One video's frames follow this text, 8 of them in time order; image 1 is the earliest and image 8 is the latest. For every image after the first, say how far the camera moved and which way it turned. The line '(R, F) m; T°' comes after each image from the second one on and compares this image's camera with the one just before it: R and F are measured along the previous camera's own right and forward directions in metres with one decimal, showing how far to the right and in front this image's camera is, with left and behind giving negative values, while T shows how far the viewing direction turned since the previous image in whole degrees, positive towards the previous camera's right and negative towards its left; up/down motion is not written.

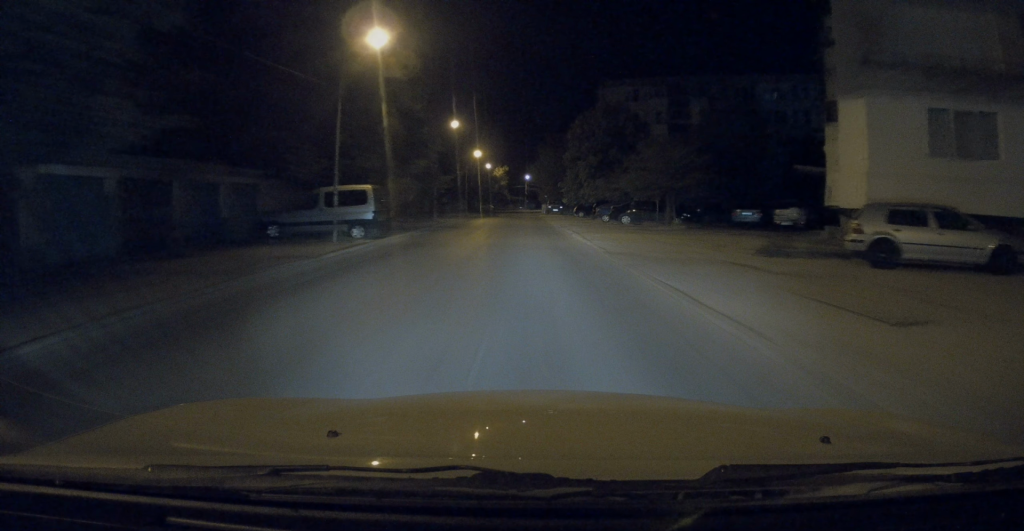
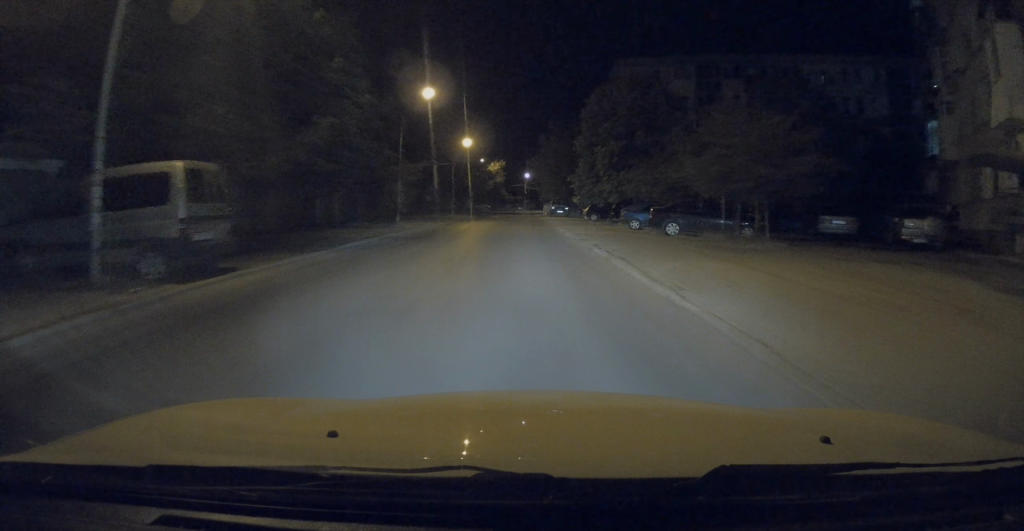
(+0.2, +11.5) m; -3°
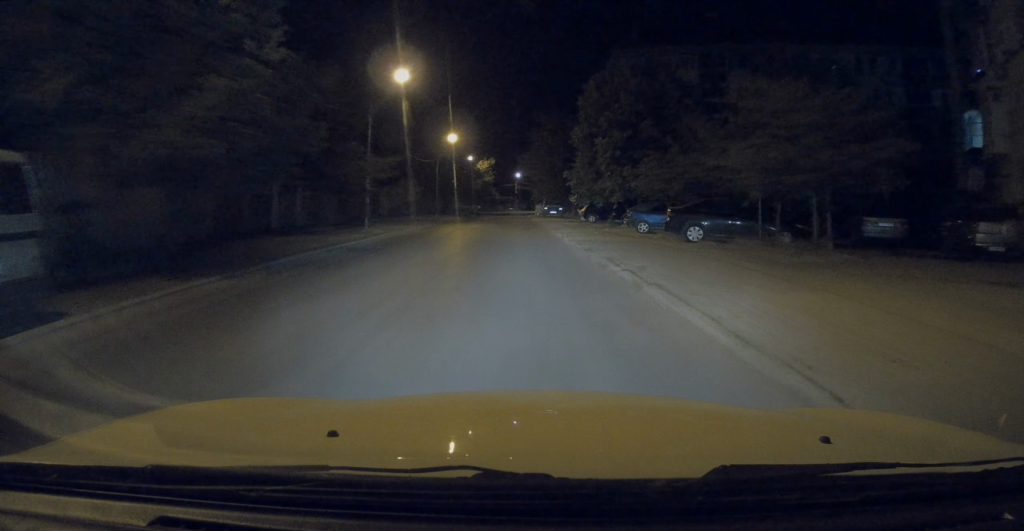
(-0.5, +4.4) m; 0°
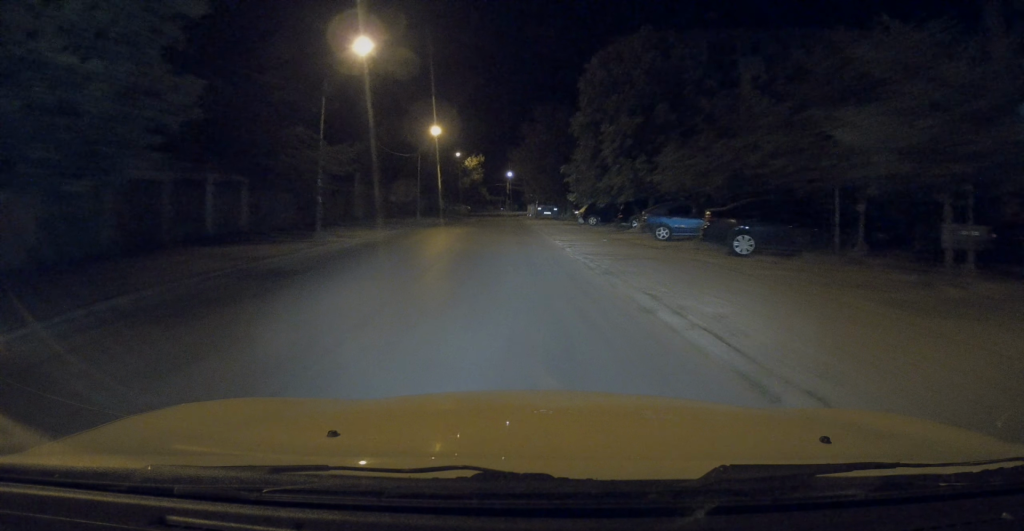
(+0.4, +4.8) m; +8°
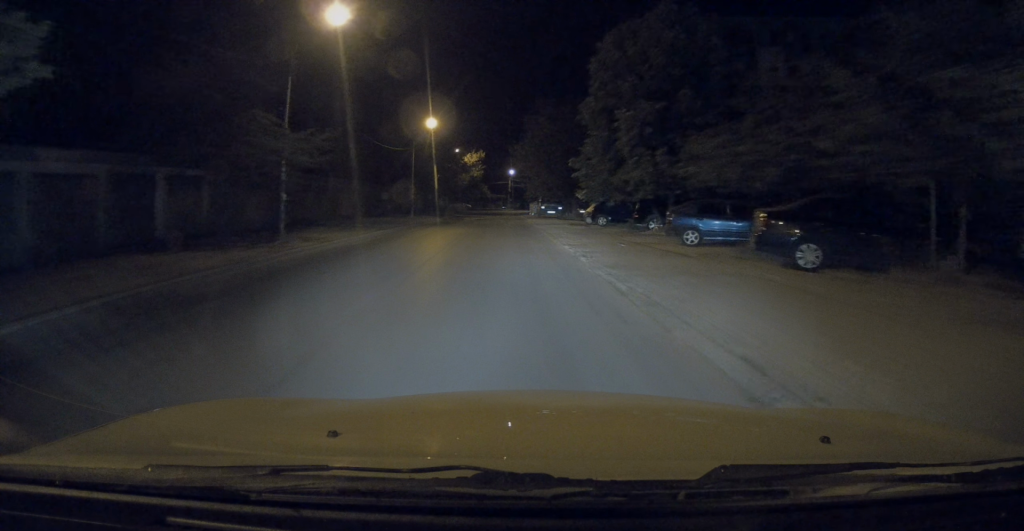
(+0.2, +3.1) m; +4°
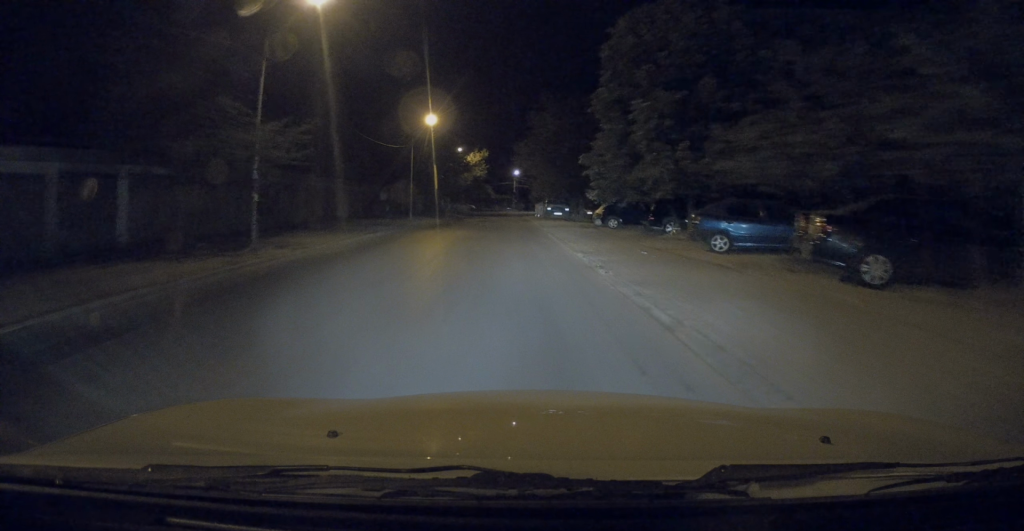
(+0.1, +2.1) m; +2°
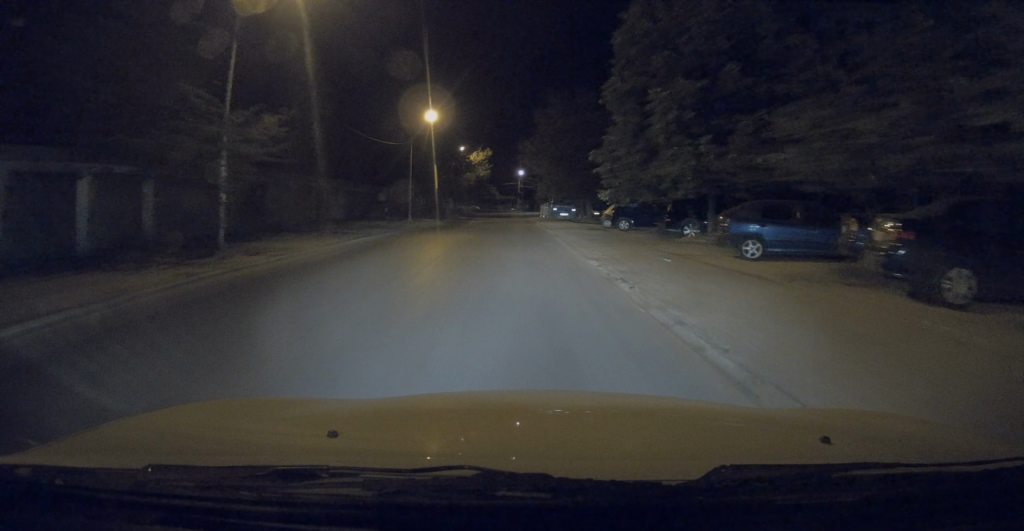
(0.0, +1.7) m; 0°
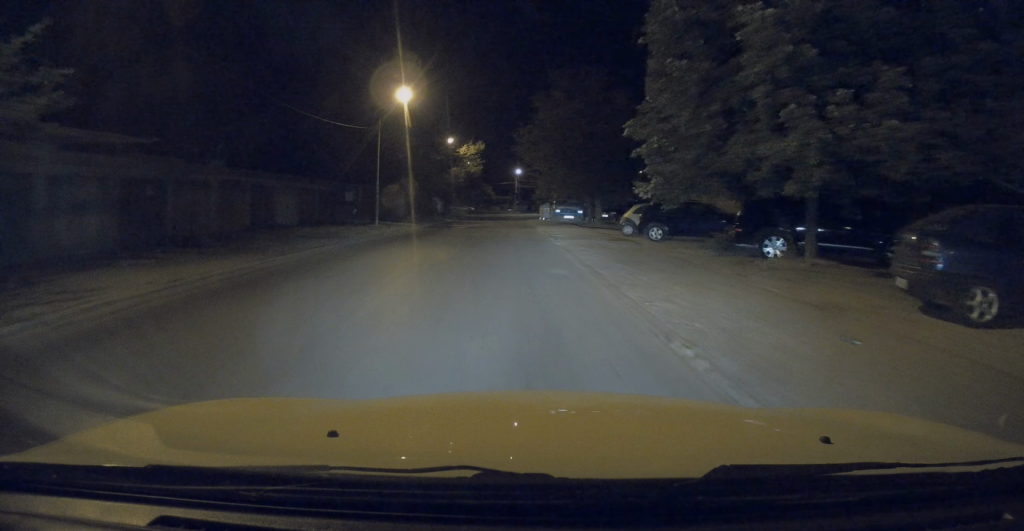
(-0.3, +7.0) m; -2°
